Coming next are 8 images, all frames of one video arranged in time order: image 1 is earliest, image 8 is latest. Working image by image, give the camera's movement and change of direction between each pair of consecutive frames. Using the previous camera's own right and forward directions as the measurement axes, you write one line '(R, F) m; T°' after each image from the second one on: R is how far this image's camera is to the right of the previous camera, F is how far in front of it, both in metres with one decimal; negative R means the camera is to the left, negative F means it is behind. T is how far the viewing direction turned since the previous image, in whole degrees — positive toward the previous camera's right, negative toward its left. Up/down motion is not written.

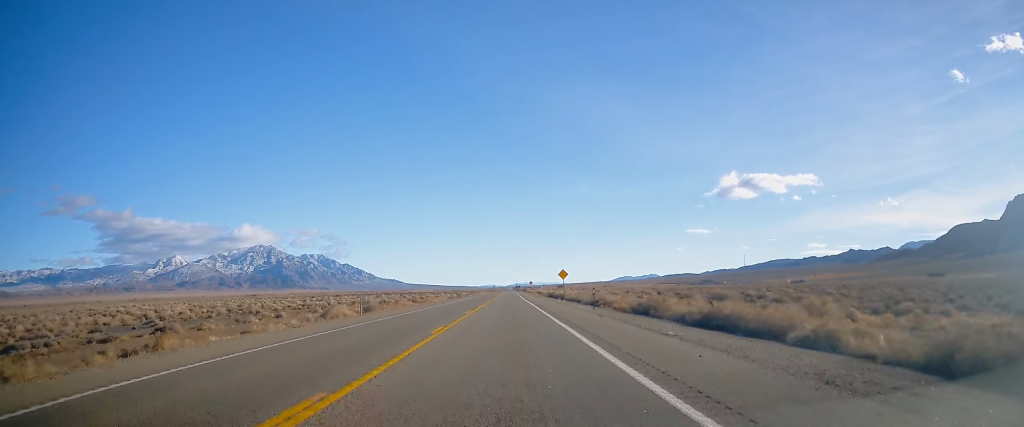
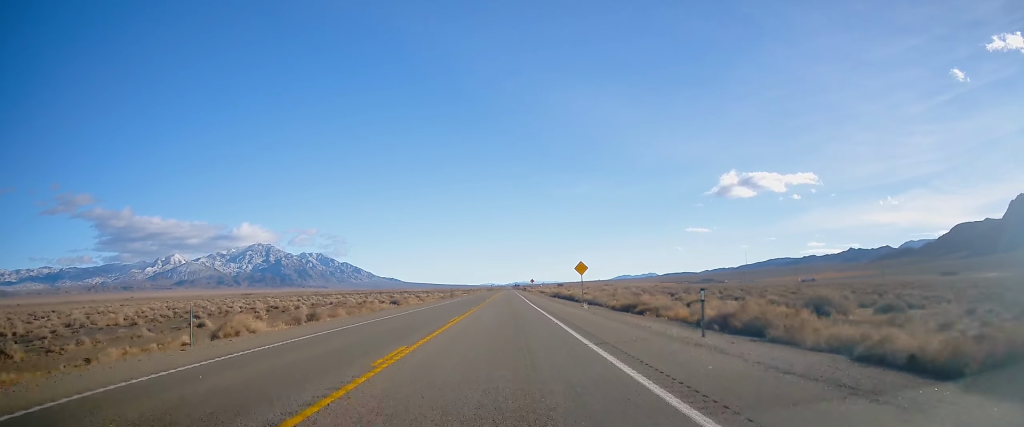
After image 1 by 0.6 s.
(+0.2, +18.6) m; 0°
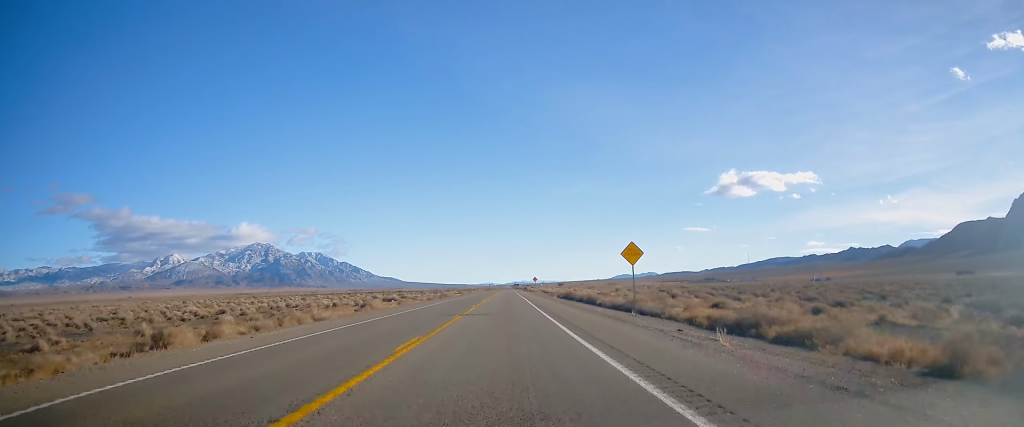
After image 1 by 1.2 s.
(-0.3, +22.2) m; -1°
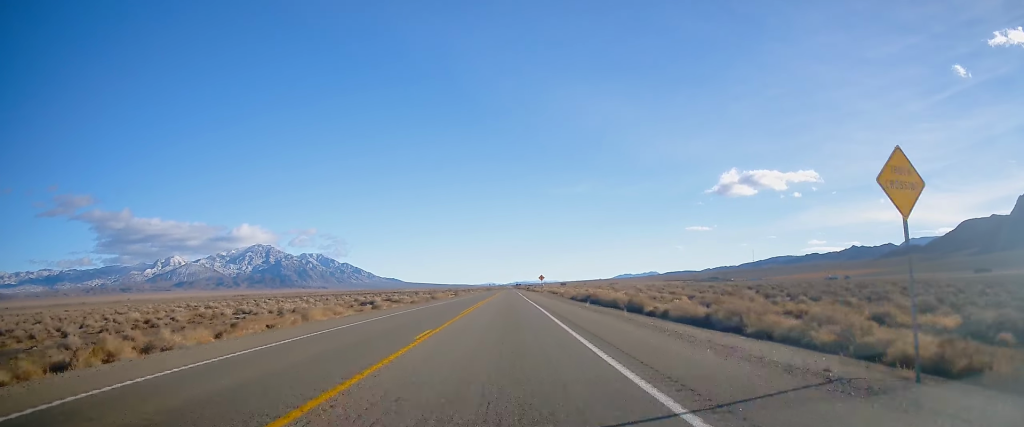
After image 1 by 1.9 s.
(-0.1, +22.3) m; 0°
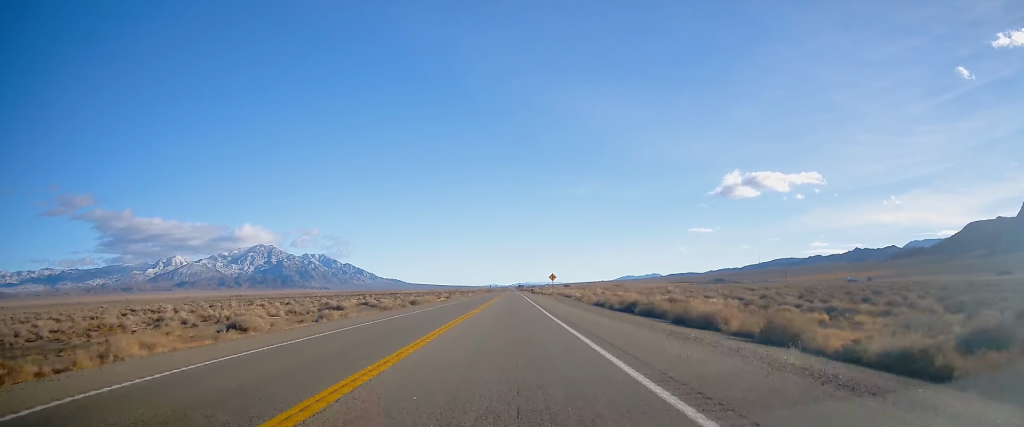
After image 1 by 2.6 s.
(-0.1, +24.7) m; 0°
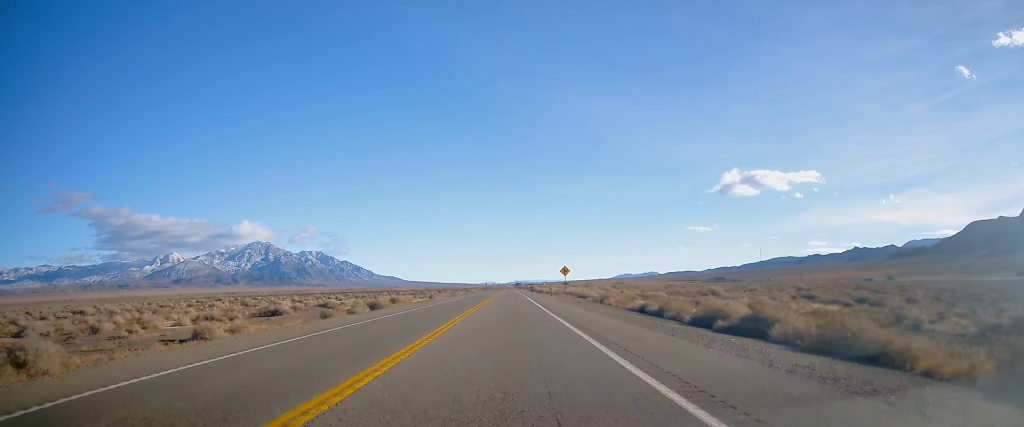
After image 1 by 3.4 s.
(+0.3, +24.3) m; 0°
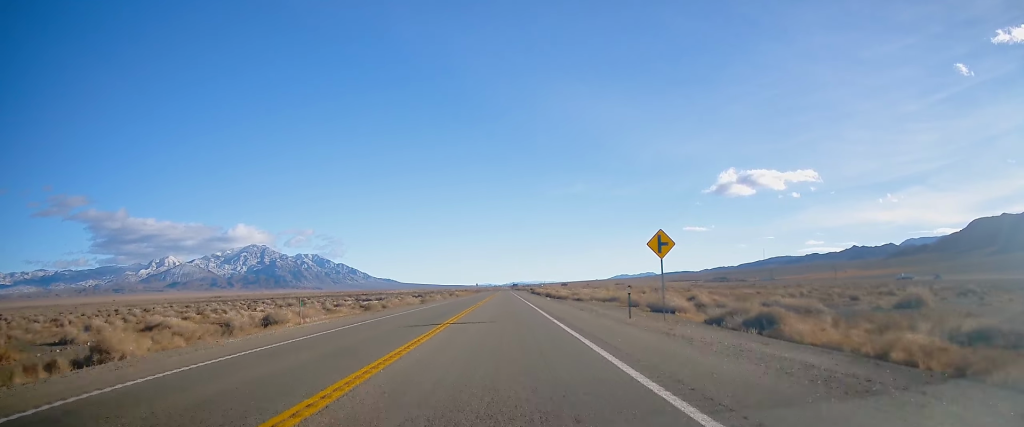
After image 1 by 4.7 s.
(-0.2, +45.5) m; 0°
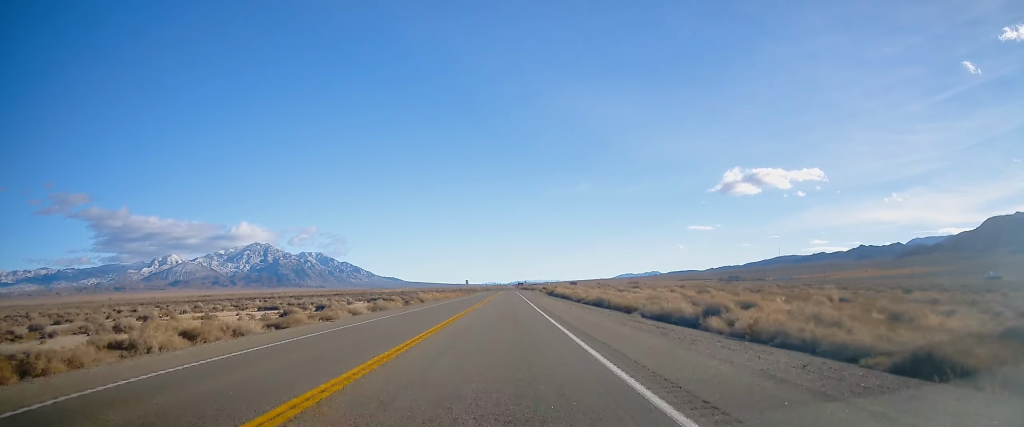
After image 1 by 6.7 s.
(+0.7, +66.8) m; 0°
